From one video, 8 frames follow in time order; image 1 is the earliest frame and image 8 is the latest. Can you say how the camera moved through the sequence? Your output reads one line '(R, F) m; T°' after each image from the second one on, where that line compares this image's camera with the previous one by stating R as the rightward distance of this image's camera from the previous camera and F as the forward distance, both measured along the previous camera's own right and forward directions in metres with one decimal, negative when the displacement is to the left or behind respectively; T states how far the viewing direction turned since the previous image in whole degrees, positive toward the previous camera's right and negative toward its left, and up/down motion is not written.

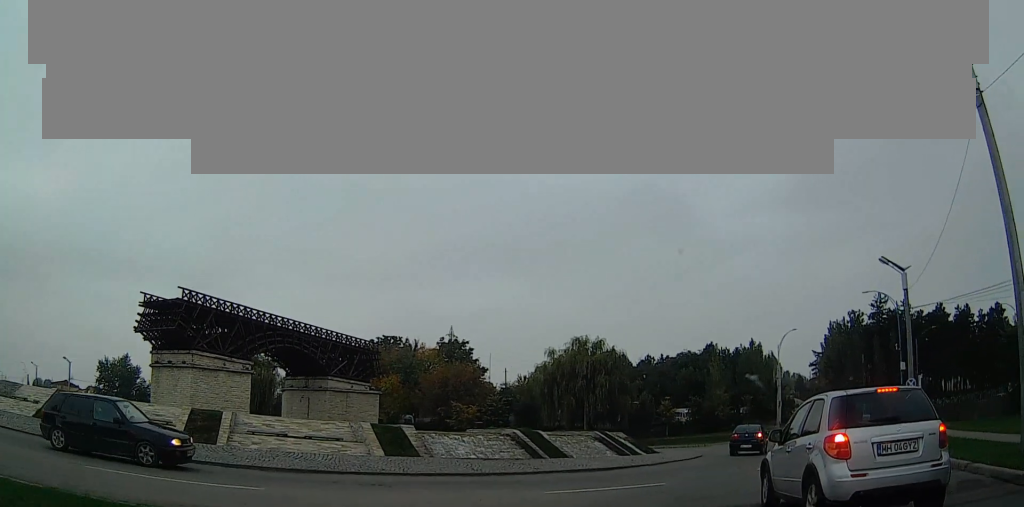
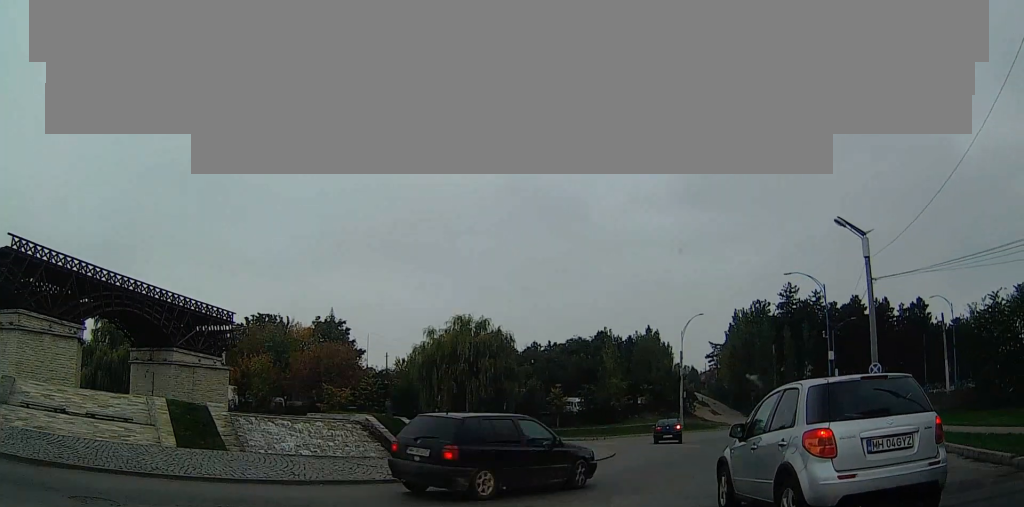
(+1.4, +9.9) m; +14°
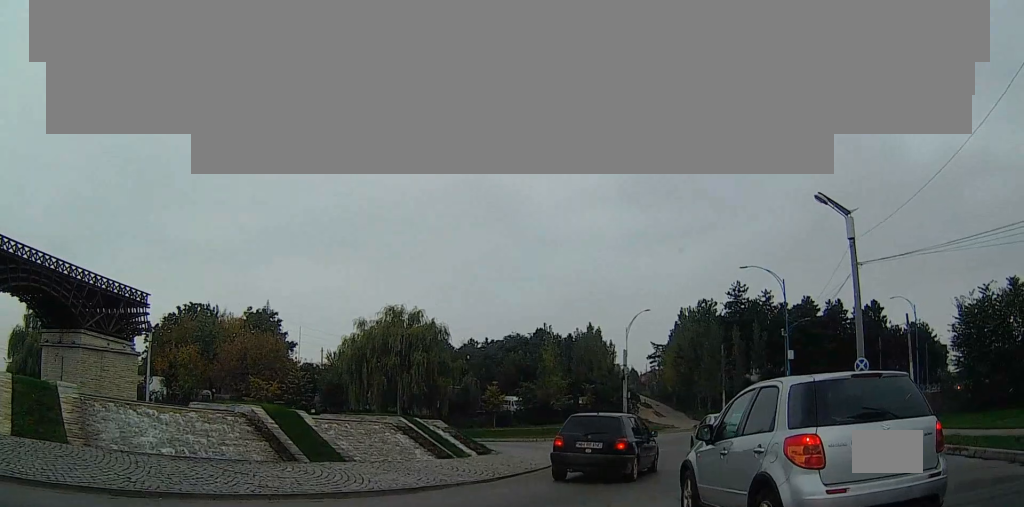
(+0.3, +5.3) m; +4°
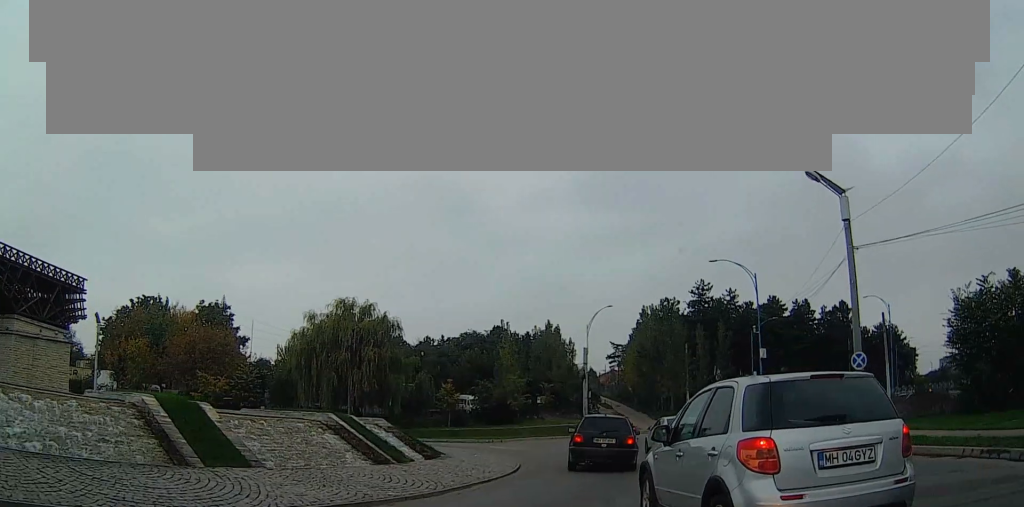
(+0.1, +3.8) m; +2°
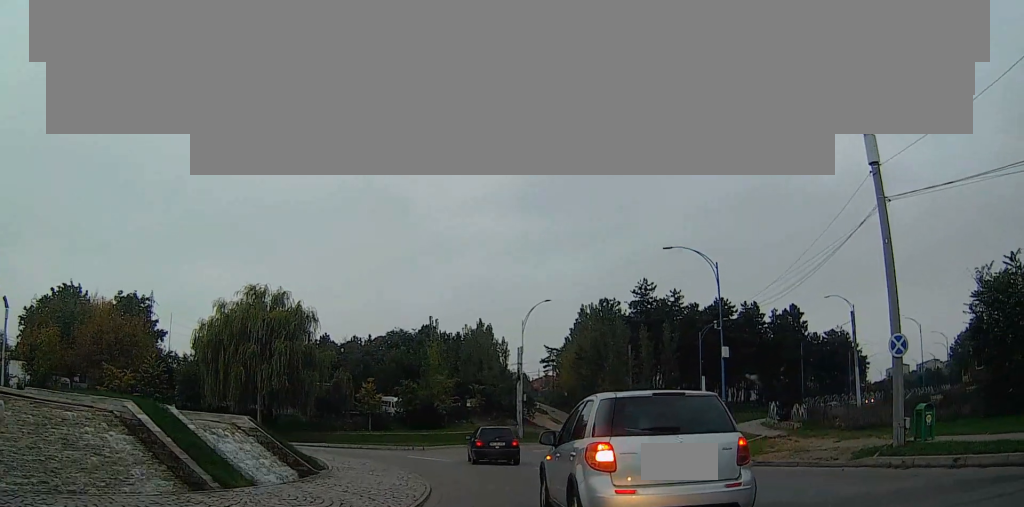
(+0.2, +6.7) m; +5°
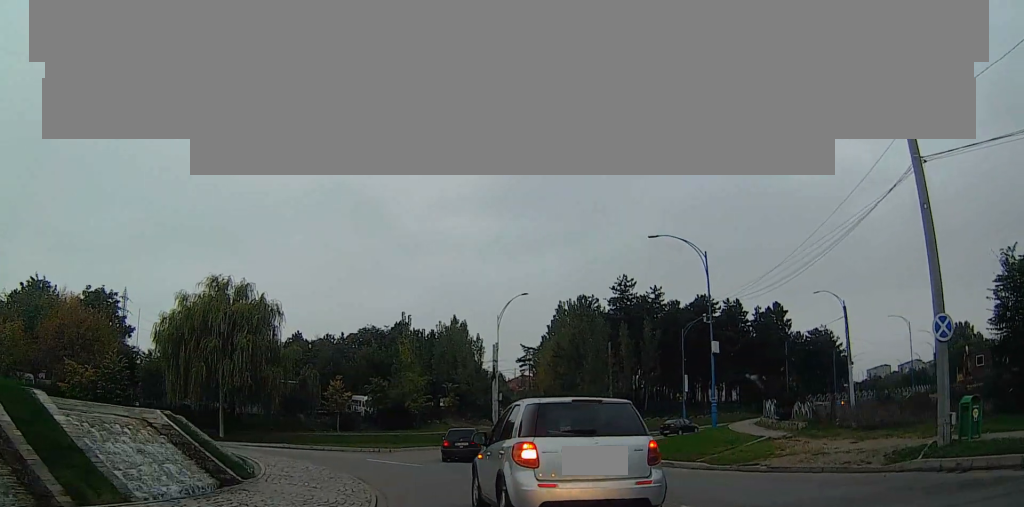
(-0.1, +3.4) m; +4°
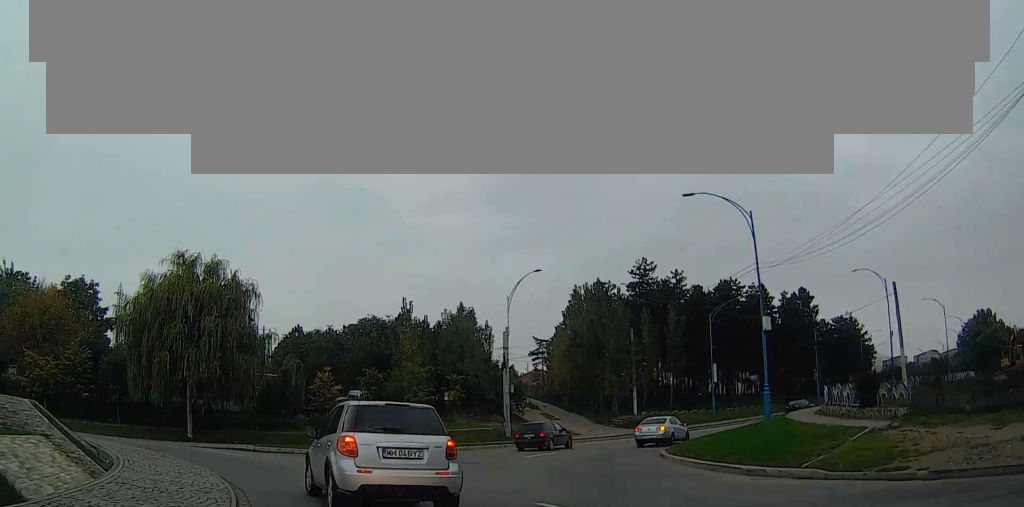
(+0.9, +6.6) m; +8°
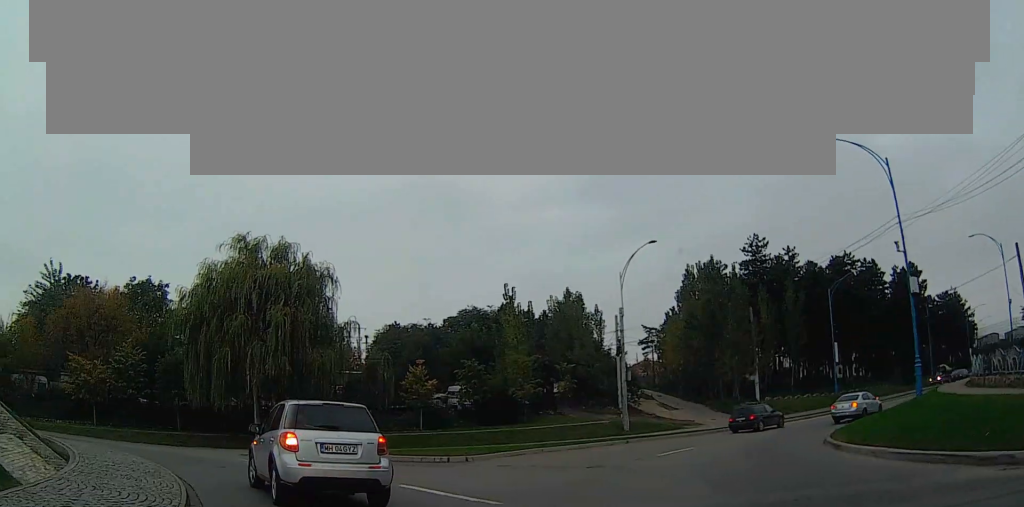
(0.0, +4.9) m; -1°
